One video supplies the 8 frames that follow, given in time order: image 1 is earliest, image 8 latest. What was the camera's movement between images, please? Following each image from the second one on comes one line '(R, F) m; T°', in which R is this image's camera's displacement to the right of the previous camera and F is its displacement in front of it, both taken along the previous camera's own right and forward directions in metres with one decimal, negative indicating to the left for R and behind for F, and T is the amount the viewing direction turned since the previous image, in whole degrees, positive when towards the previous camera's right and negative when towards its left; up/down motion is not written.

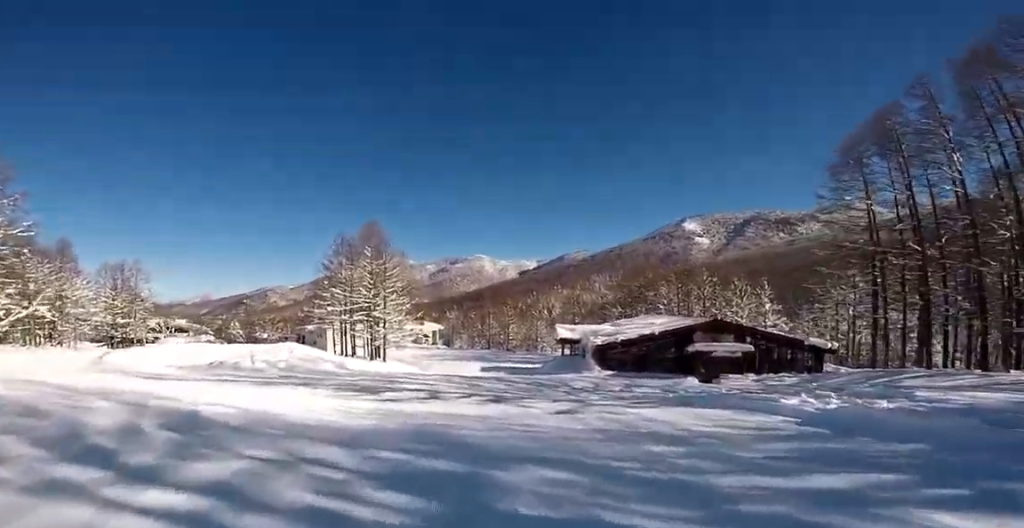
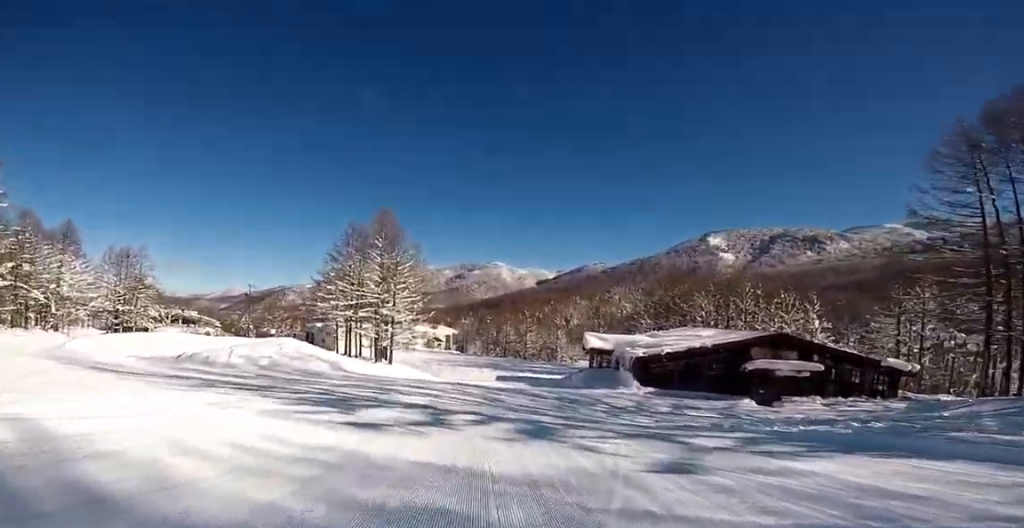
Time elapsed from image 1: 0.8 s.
(0.0, +6.4) m; 0°
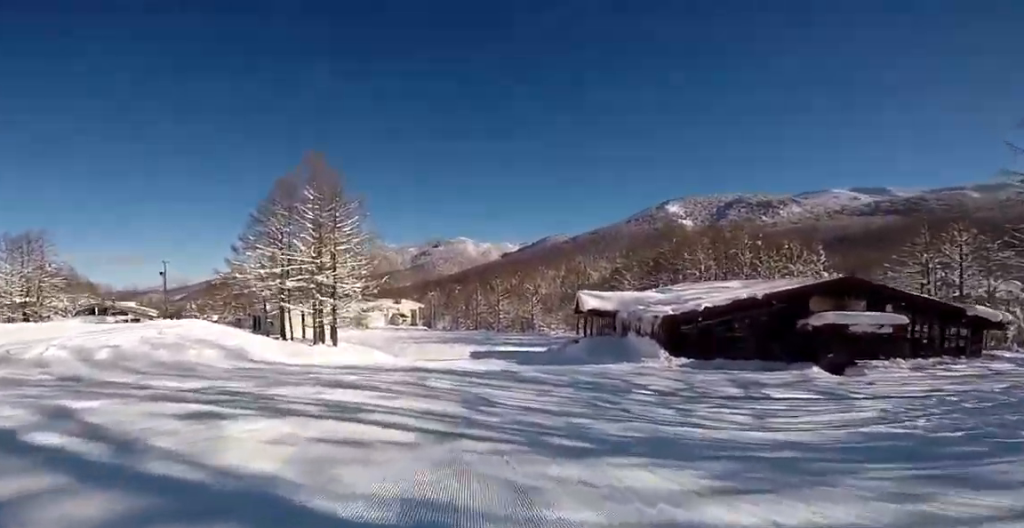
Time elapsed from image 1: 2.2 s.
(+0.4, +11.6) m; +6°
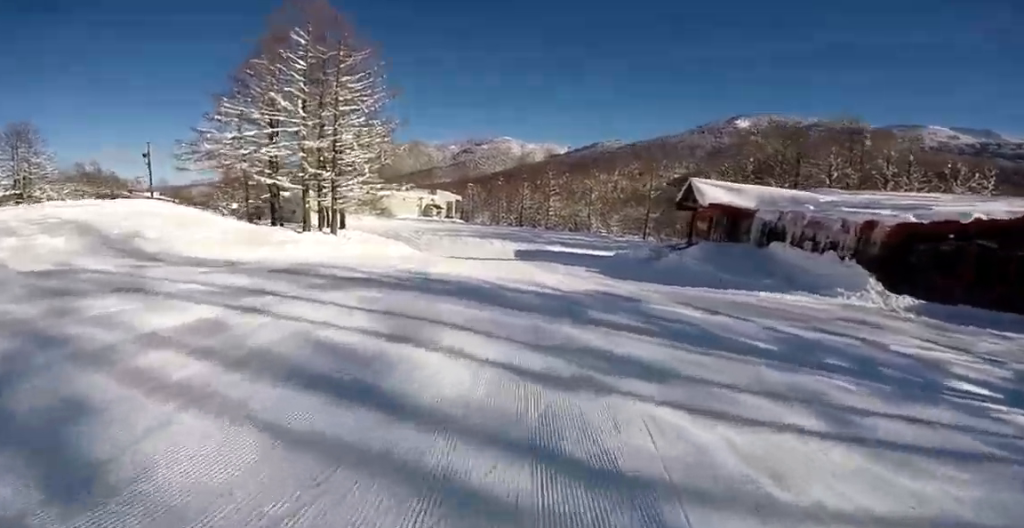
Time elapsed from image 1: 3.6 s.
(-0.2, +12.4) m; -7°
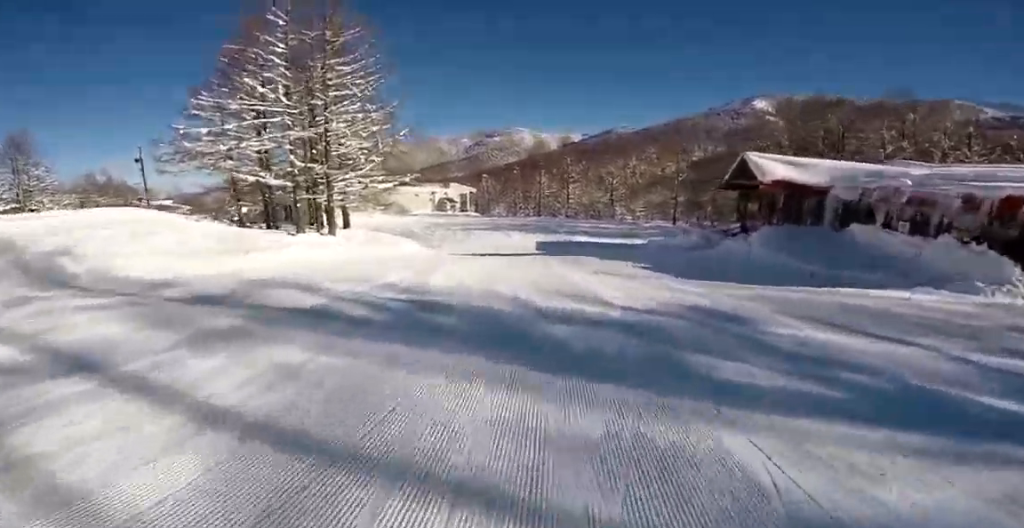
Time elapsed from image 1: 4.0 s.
(-0.2, +4.0) m; -3°
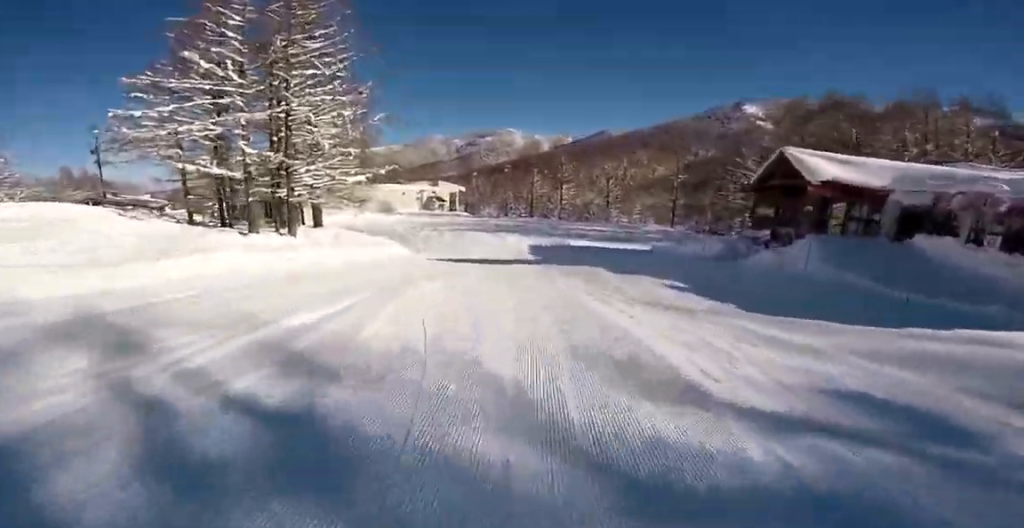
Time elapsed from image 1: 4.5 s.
(0.0, +4.3) m; 0°
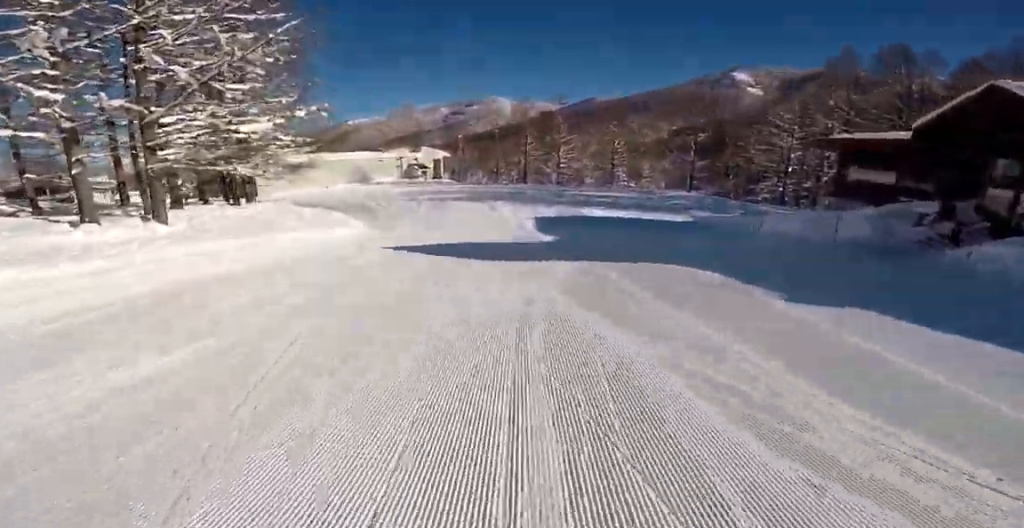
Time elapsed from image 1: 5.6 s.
(0.0, +9.7) m; +1°
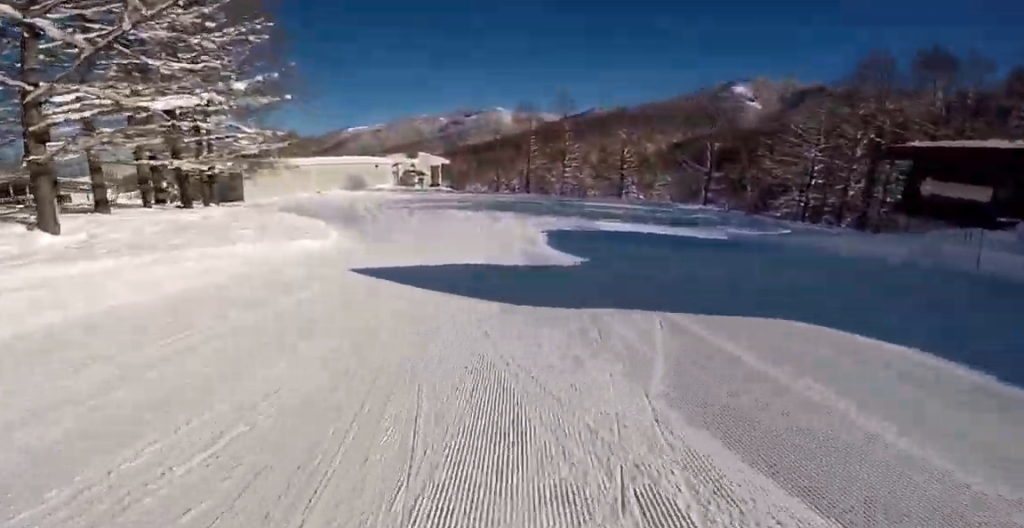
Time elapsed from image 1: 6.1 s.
(0.0, +4.4) m; 0°
